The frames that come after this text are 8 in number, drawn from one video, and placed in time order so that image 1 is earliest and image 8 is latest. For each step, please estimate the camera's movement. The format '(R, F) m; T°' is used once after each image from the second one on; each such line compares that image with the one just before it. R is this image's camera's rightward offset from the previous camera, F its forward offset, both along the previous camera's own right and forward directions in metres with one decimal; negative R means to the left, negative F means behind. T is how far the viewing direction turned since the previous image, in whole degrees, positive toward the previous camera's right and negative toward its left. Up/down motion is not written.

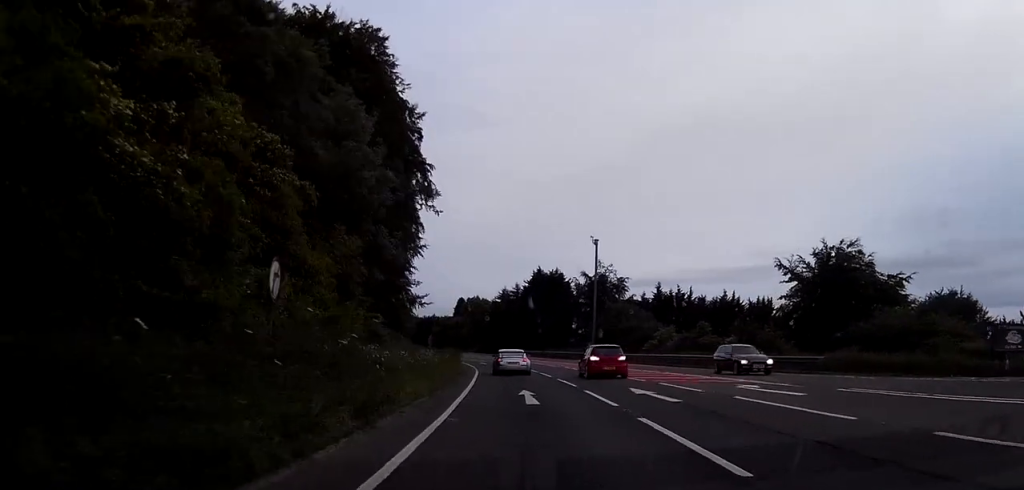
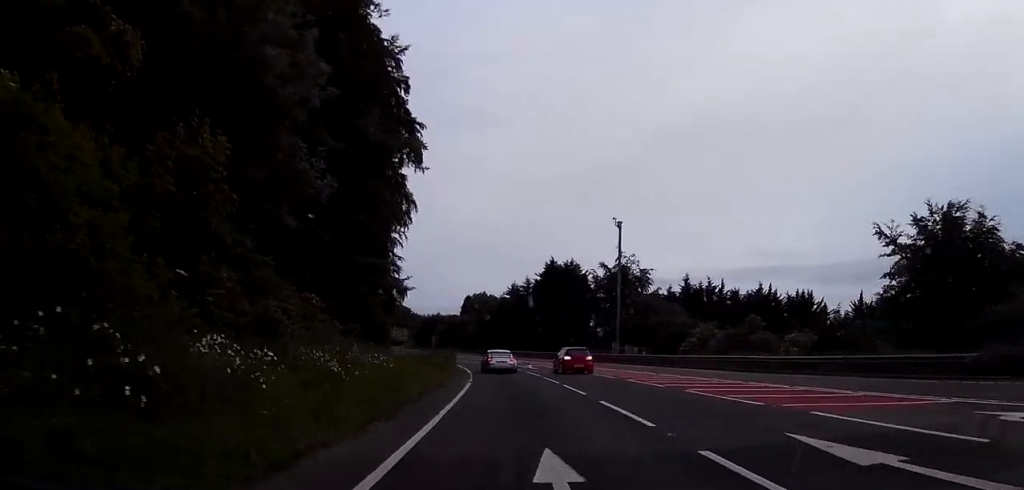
(0.0, +13.5) m; -1°
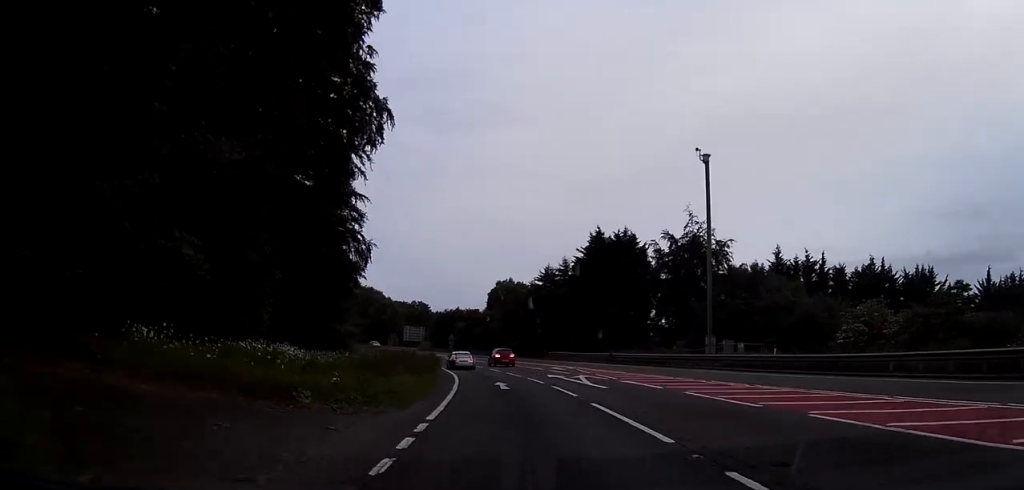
(-0.5, +28.0) m; -3°
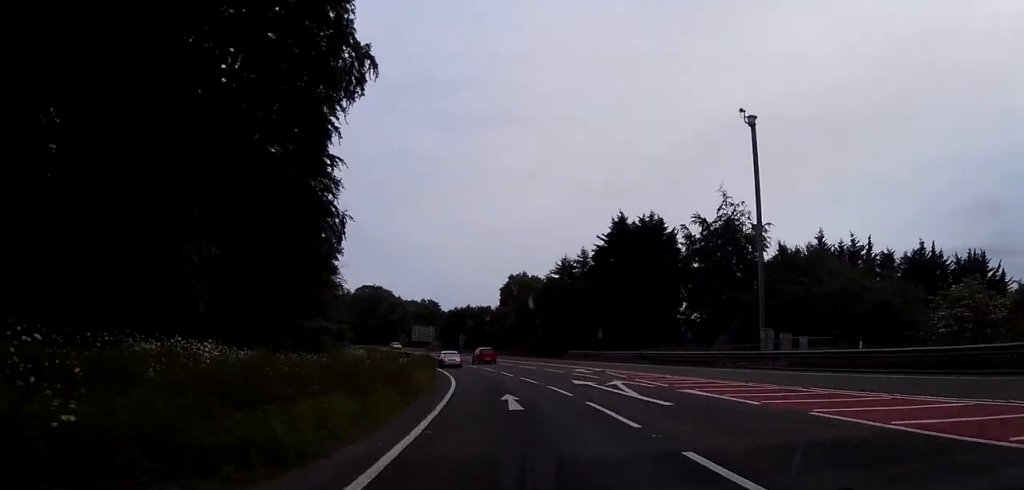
(+0.1, +8.8) m; -1°
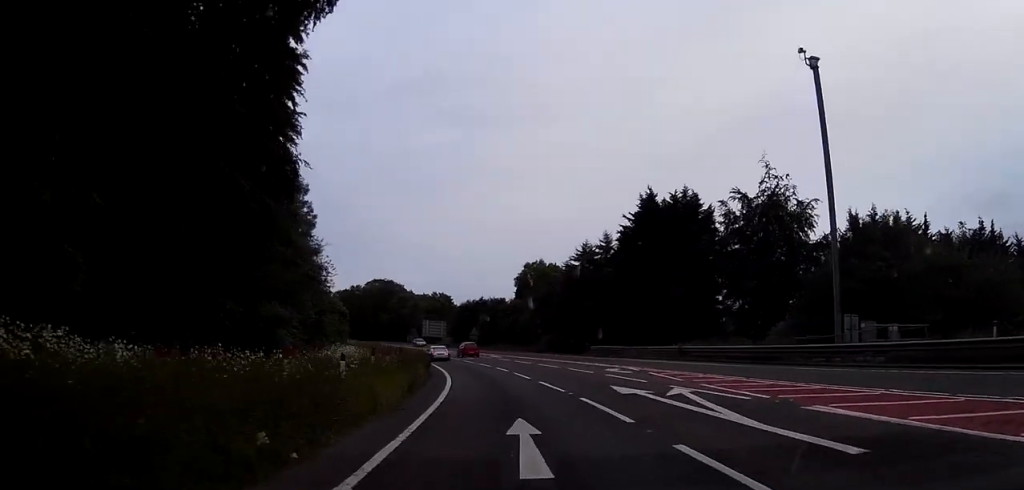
(-0.2, +8.9) m; -2°
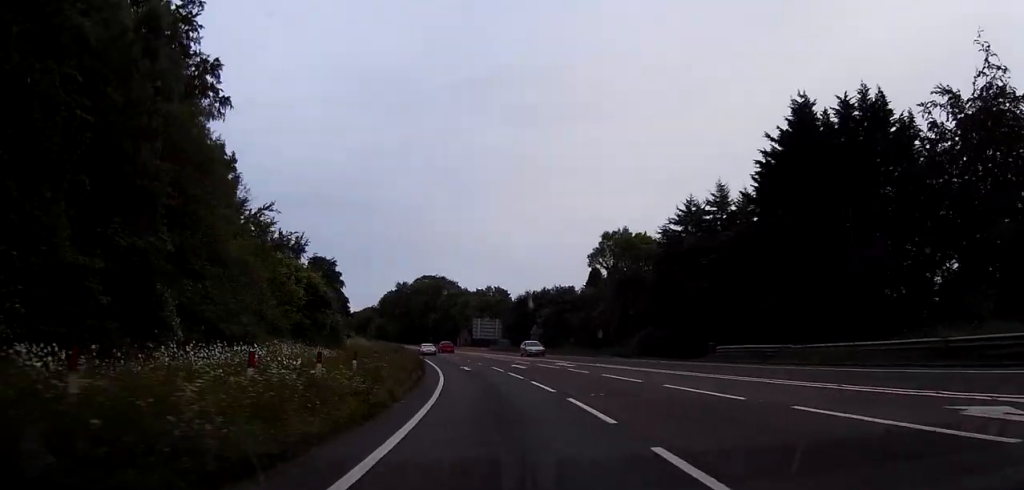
(-1.4, +27.3) m; -6°
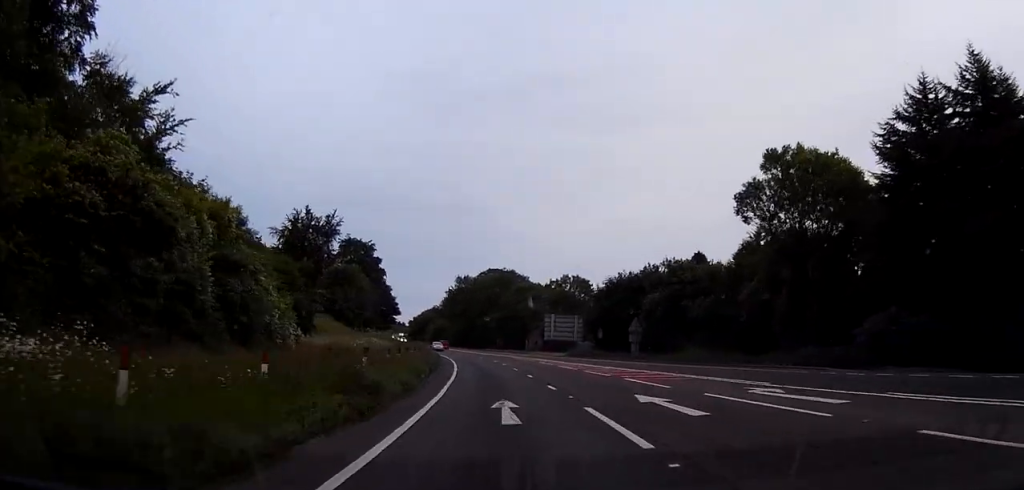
(-1.3, +30.2) m; -5°
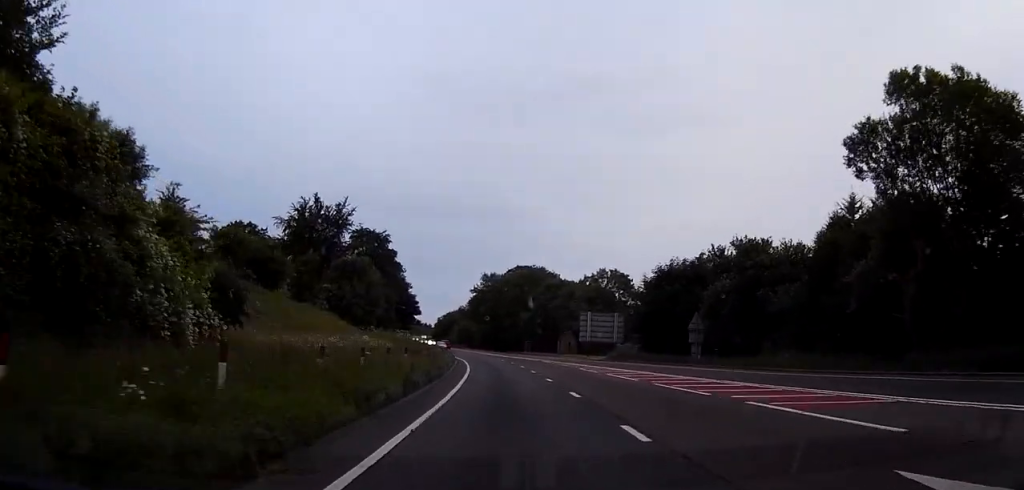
(-0.3, +12.4) m; -1°
